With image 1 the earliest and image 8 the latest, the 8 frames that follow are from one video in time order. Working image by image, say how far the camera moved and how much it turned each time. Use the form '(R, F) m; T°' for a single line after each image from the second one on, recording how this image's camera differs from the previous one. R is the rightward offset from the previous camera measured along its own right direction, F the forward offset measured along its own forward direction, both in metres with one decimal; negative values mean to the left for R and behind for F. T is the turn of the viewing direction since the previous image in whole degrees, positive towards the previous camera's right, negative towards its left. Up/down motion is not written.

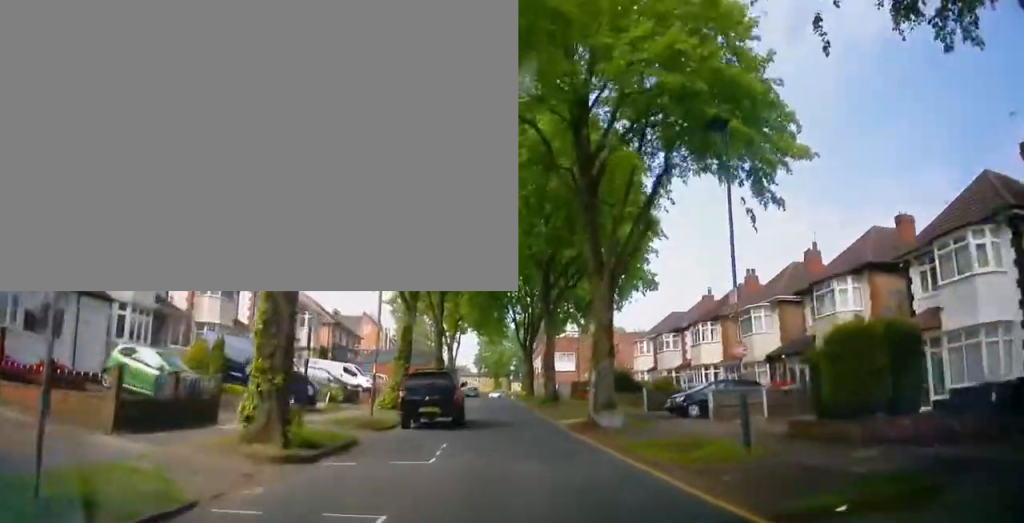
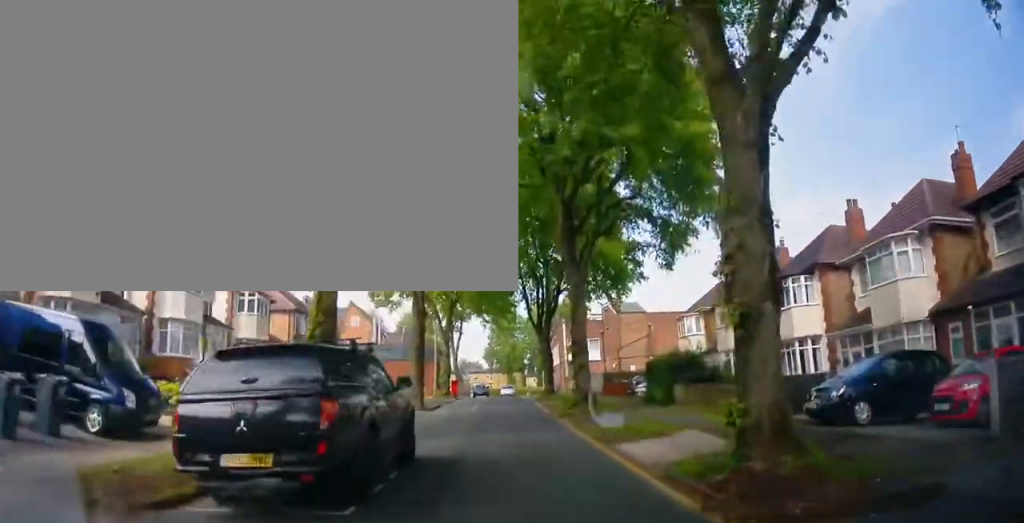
(-0.6, +11.7) m; -4°
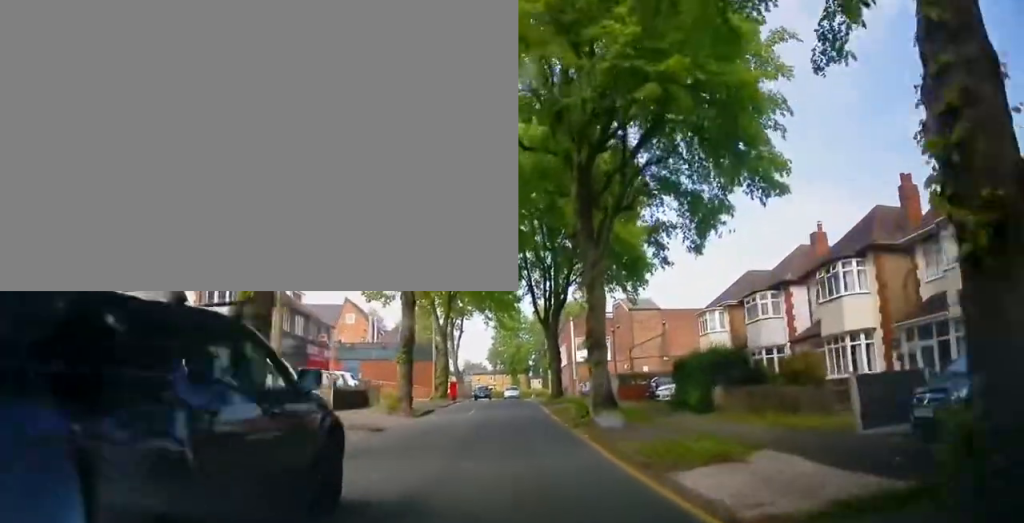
(0.0, +4.1) m; 0°
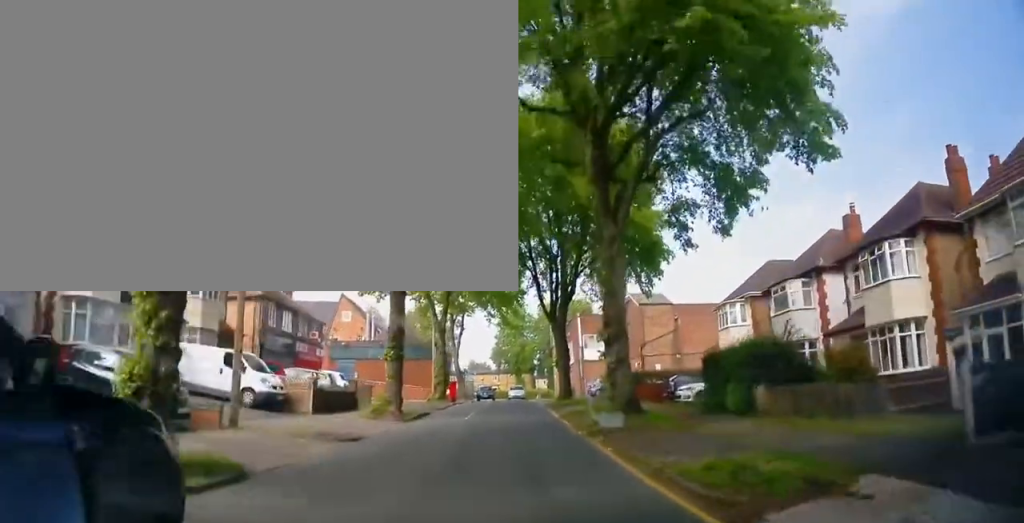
(0.0, +3.0) m; -3°
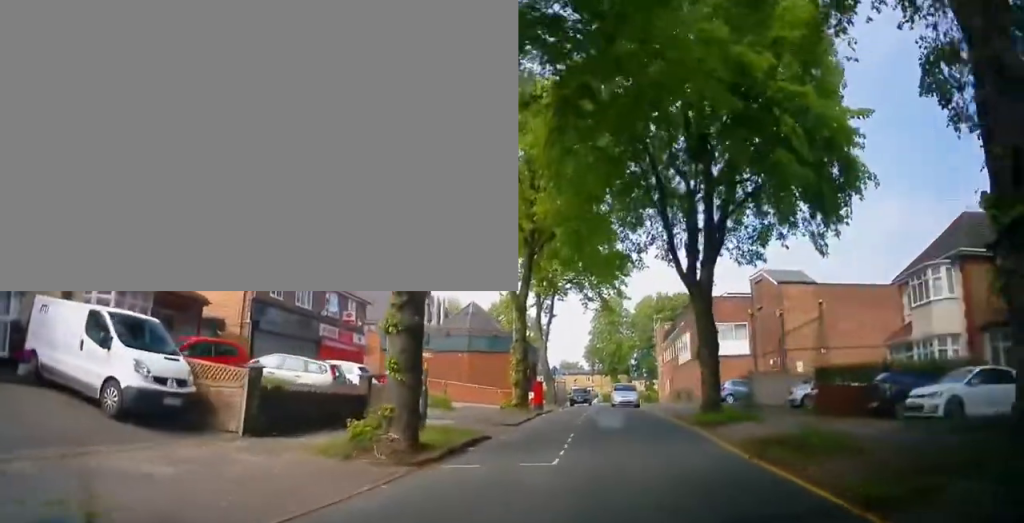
(-1.1, +11.4) m; -9°
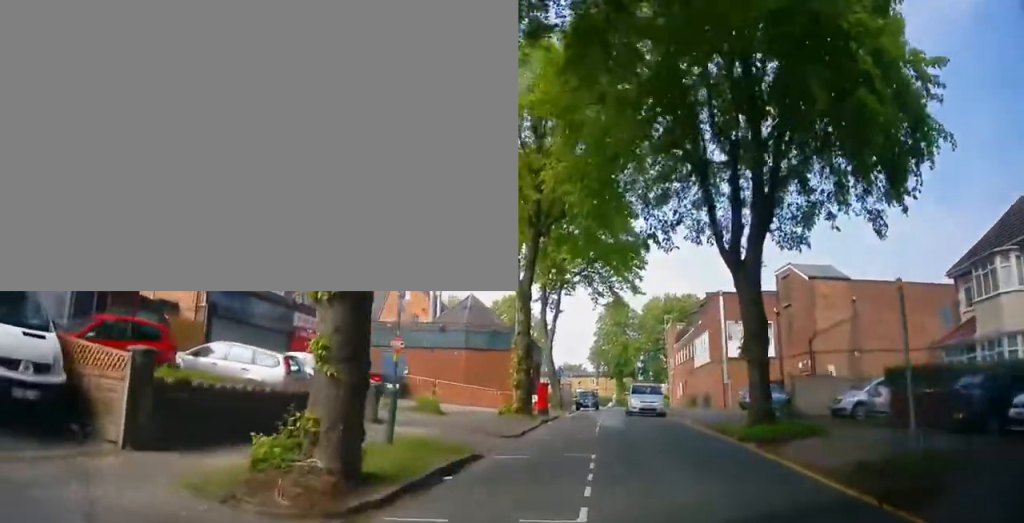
(0.0, +3.8) m; 0°
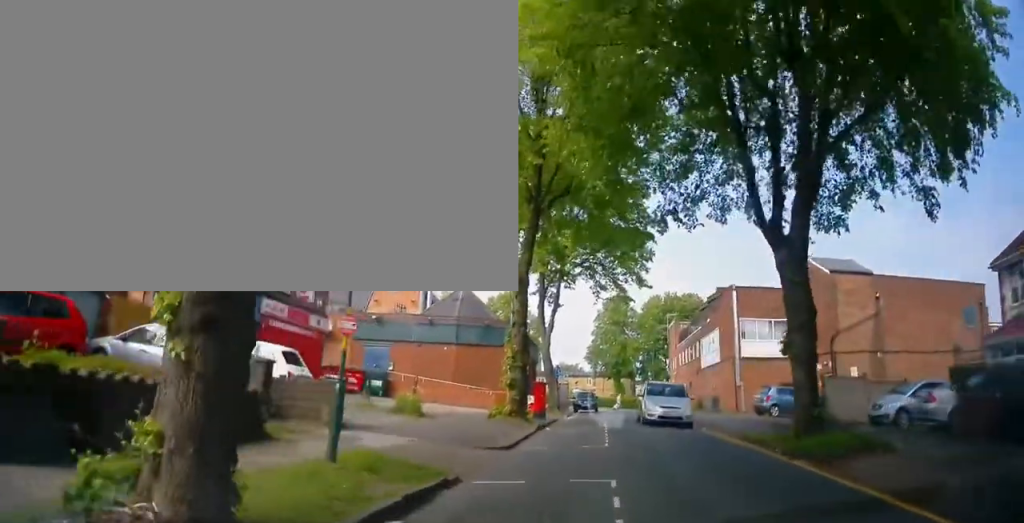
(-0.1, +2.9) m; +3°
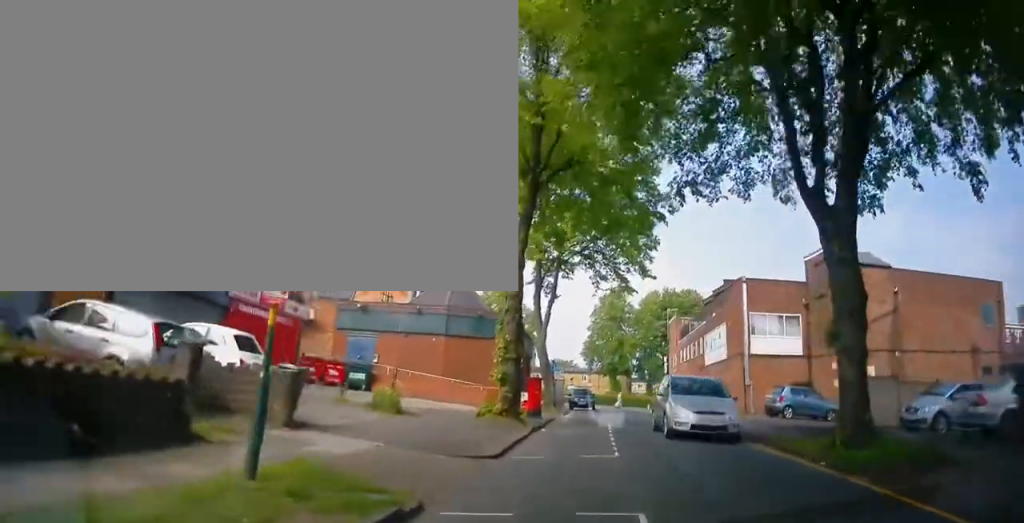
(+0.1, +2.3) m; +3°
